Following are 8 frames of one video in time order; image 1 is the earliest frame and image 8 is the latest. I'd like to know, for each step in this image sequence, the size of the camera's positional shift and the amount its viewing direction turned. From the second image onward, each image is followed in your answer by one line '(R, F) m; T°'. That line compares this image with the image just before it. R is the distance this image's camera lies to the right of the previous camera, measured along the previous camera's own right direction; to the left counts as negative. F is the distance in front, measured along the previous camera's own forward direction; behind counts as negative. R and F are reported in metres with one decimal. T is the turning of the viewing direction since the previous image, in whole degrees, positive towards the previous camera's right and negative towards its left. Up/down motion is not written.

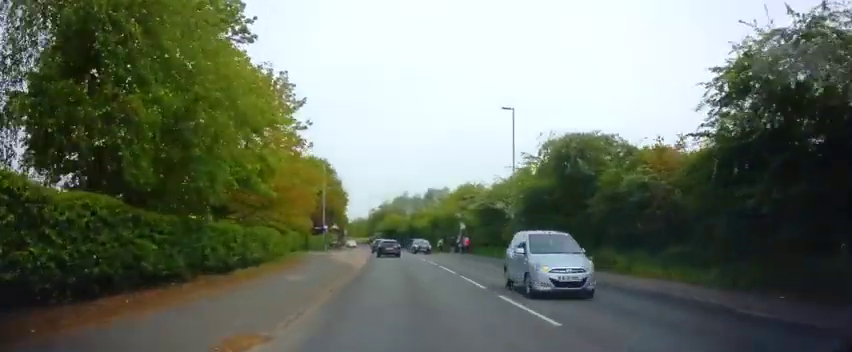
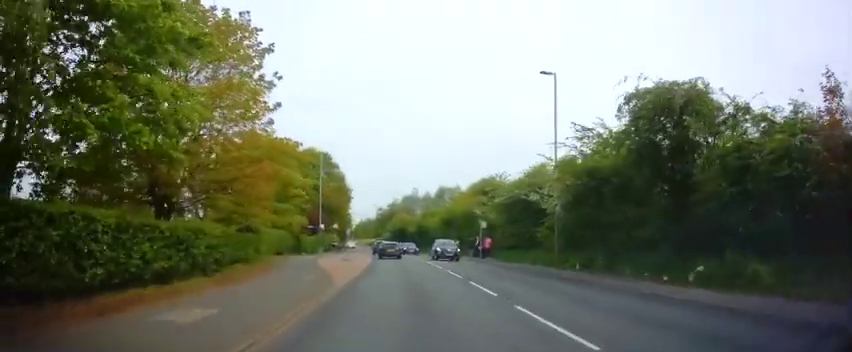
(0.0, +7.4) m; -1°
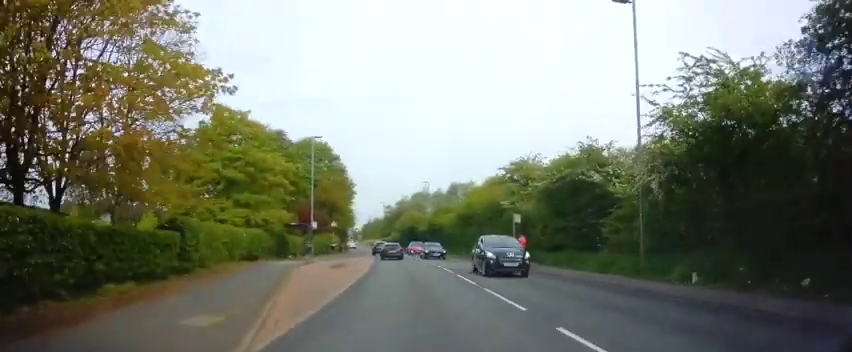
(0.0, +8.5) m; -1°
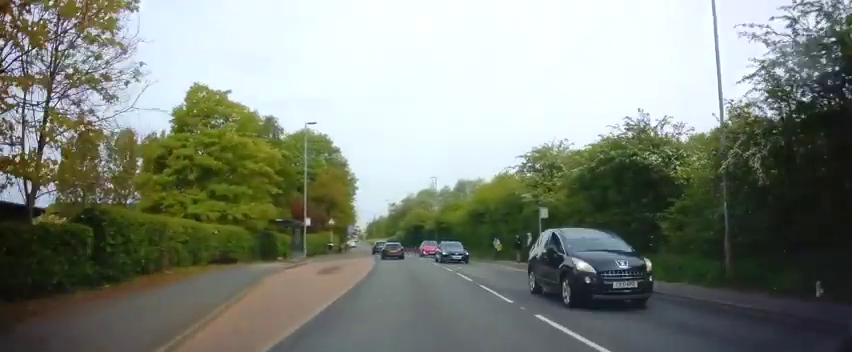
(0.0, +4.6) m; -1°
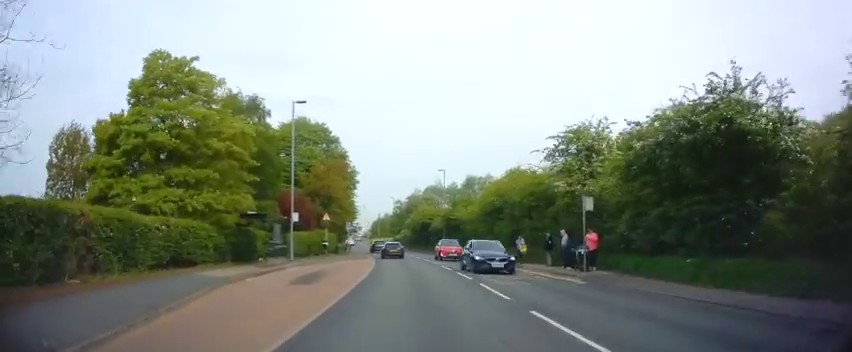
(-0.1, +5.3) m; -1°
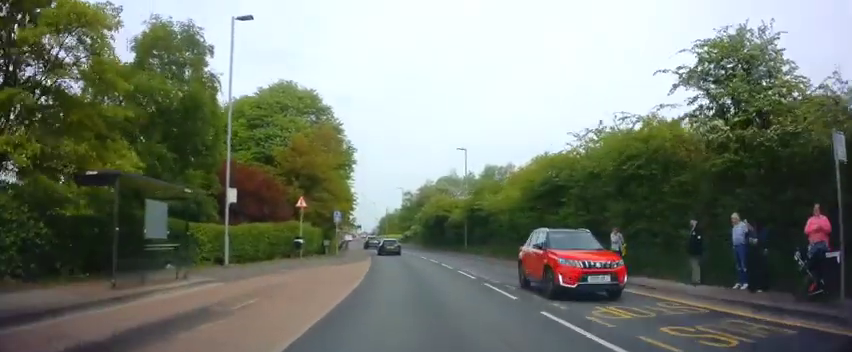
(-0.3, +11.7) m; -2°
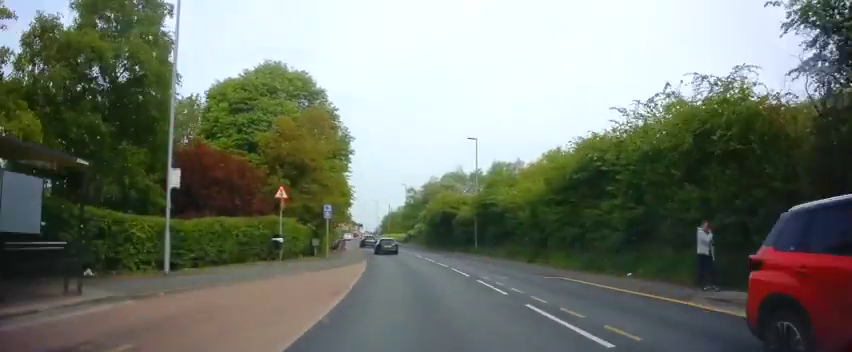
(+0.1, +4.5) m; -1°
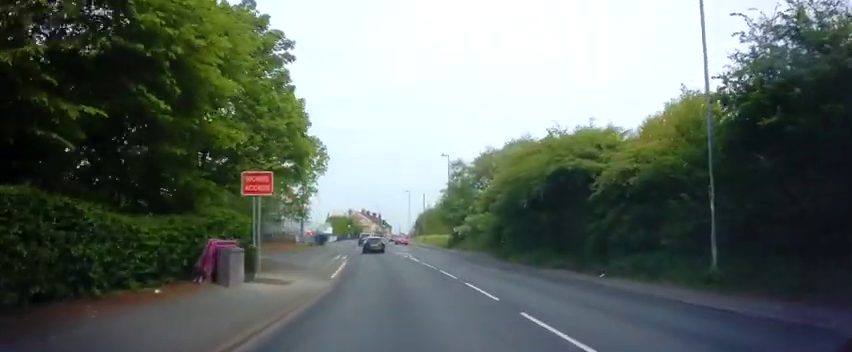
(-0.3, +29.3) m; -2°
